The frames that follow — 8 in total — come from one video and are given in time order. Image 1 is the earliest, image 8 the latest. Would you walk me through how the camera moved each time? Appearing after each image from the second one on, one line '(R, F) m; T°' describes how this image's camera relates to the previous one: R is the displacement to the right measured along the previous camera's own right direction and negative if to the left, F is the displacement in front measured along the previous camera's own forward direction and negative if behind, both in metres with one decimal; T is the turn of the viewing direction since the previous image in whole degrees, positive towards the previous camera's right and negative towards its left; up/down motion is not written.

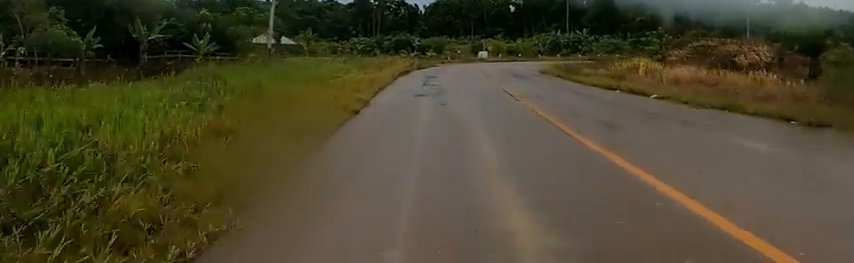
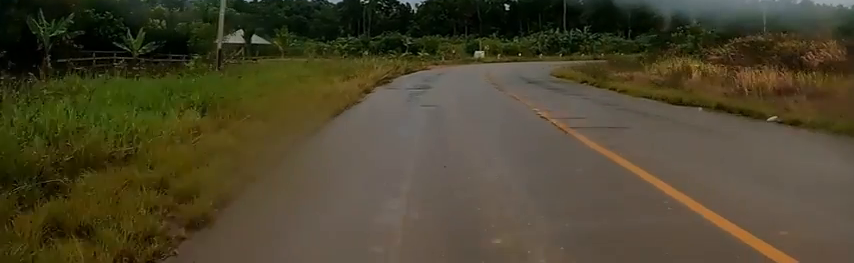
(-0.3, +5.9) m; +4°
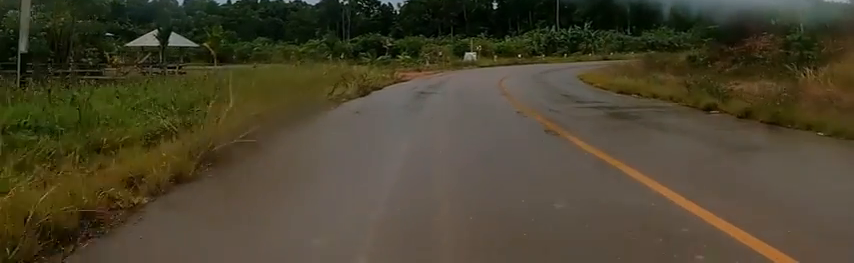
(+1.1, +10.0) m; +8°
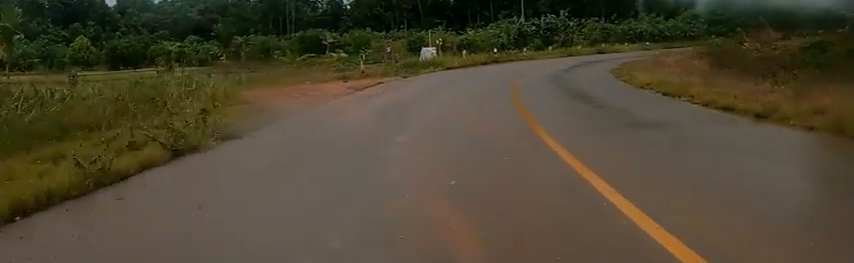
(+0.7, +14.2) m; +4°
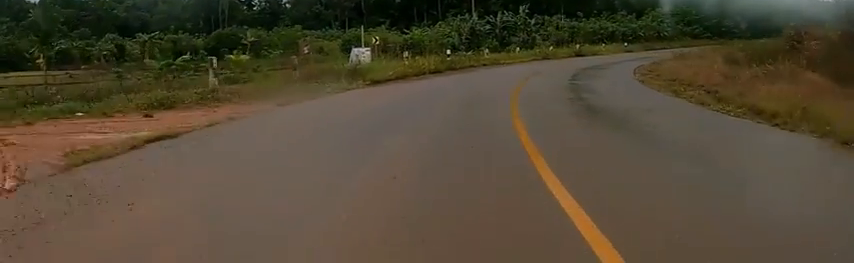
(+0.2, +11.1) m; +8°
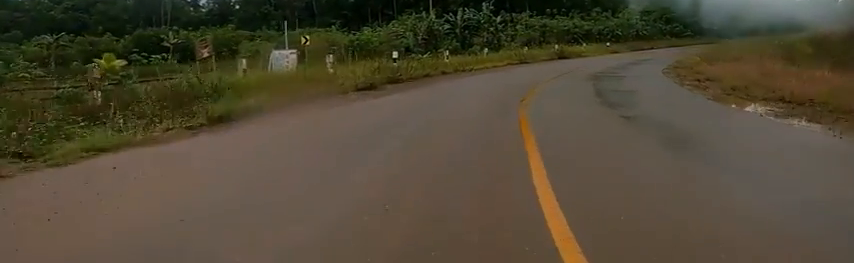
(+1.0, +8.9) m; +7°
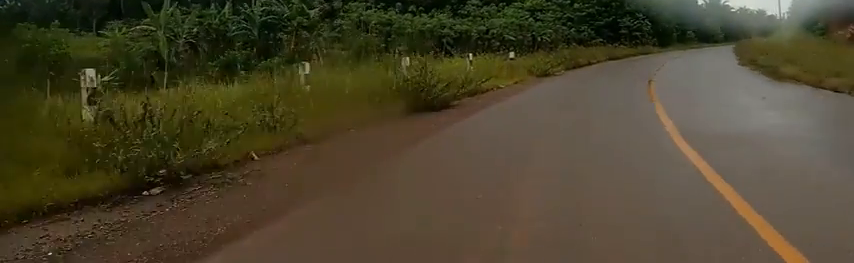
(+6.3, +24.9) m; +25°
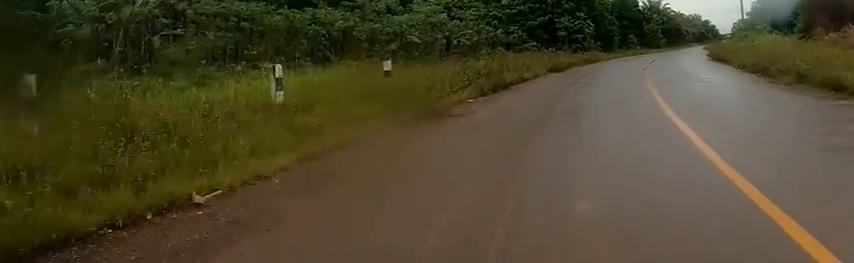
(+0.1, +11.4) m; +9°
